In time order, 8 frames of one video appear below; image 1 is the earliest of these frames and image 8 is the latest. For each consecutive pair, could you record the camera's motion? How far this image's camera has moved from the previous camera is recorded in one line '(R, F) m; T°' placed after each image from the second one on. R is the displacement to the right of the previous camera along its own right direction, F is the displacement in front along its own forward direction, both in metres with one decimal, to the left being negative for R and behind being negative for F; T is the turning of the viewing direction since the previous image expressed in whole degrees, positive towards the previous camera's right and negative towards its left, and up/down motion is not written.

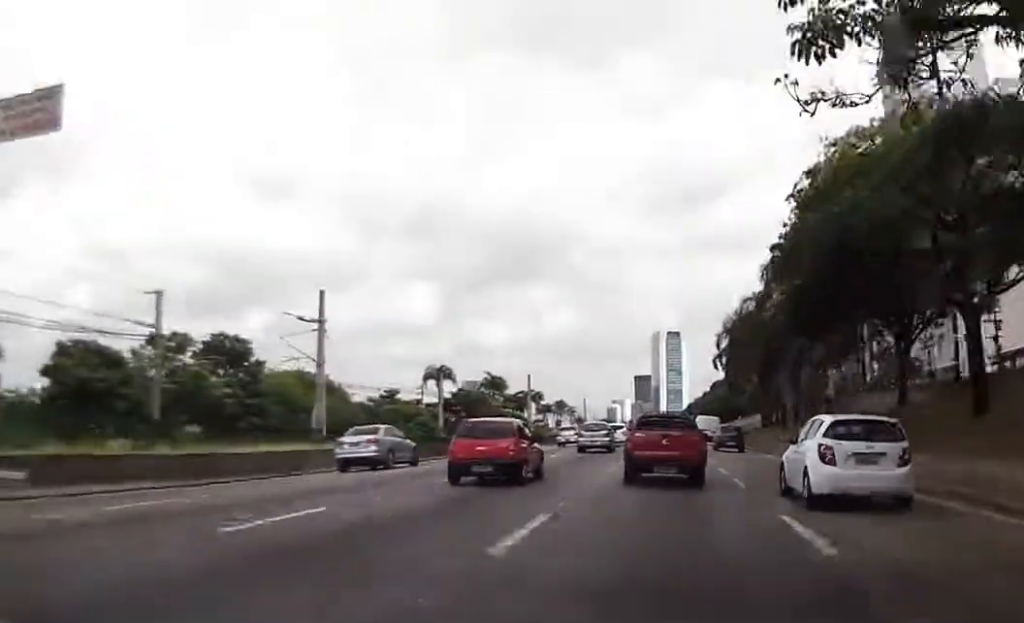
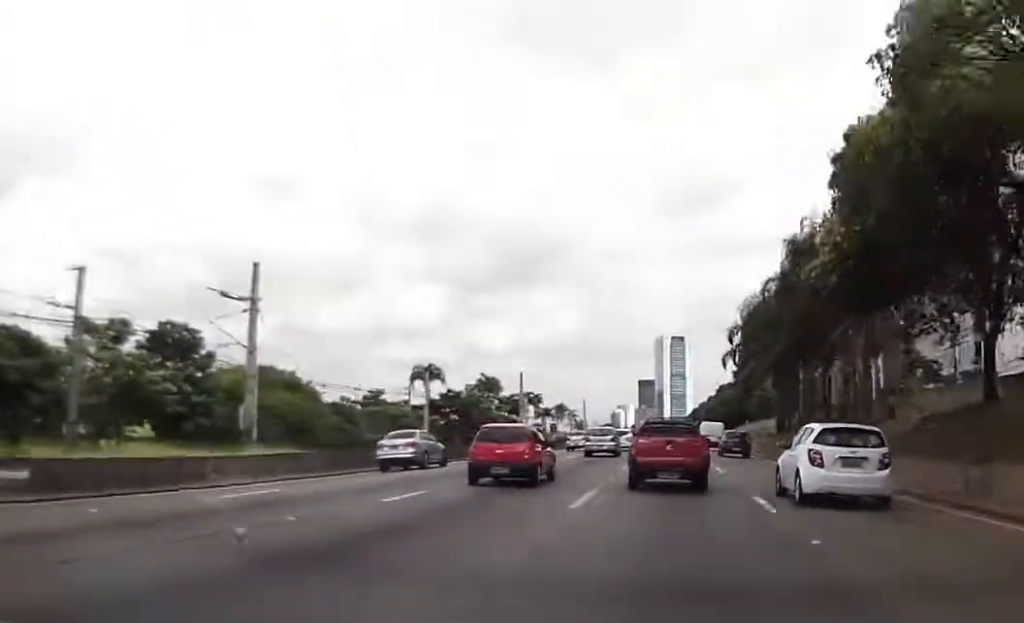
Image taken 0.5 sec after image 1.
(0.0, +7.5) m; 0°
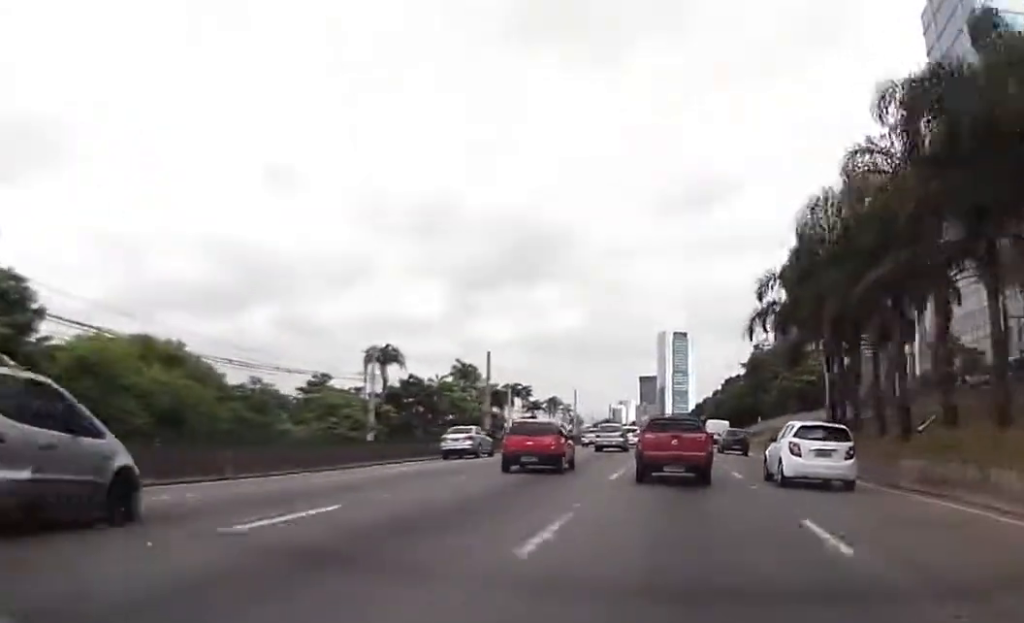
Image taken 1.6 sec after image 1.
(0.0, +17.1) m; 0°
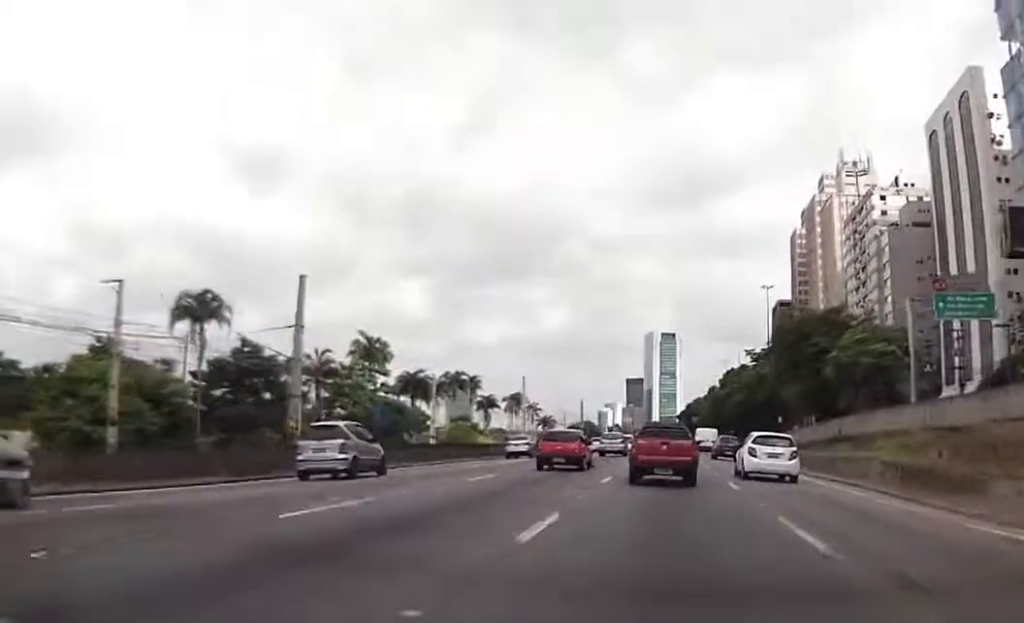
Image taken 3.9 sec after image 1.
(-1.1, +34.2) m; -2°
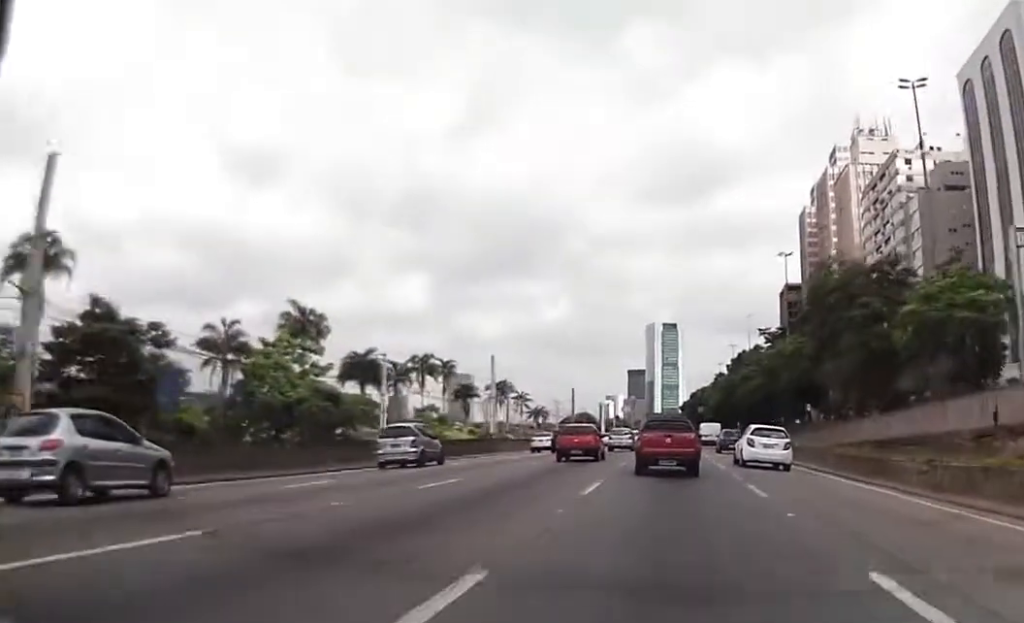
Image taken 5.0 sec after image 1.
(+0.7, +16.9) m; +2°
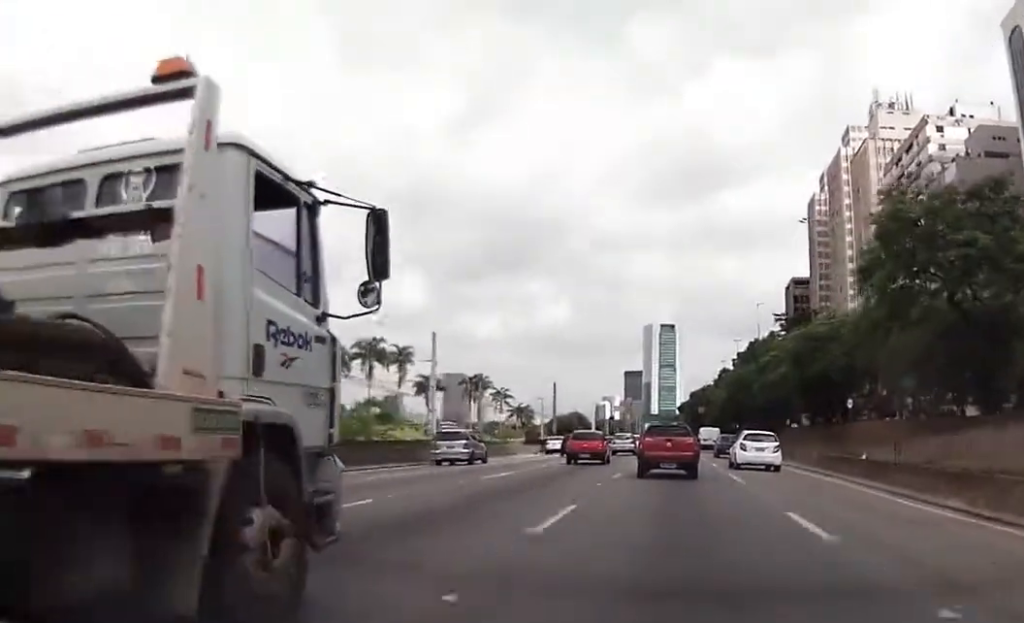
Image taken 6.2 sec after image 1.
(-0.1, +17.9) m; -1°
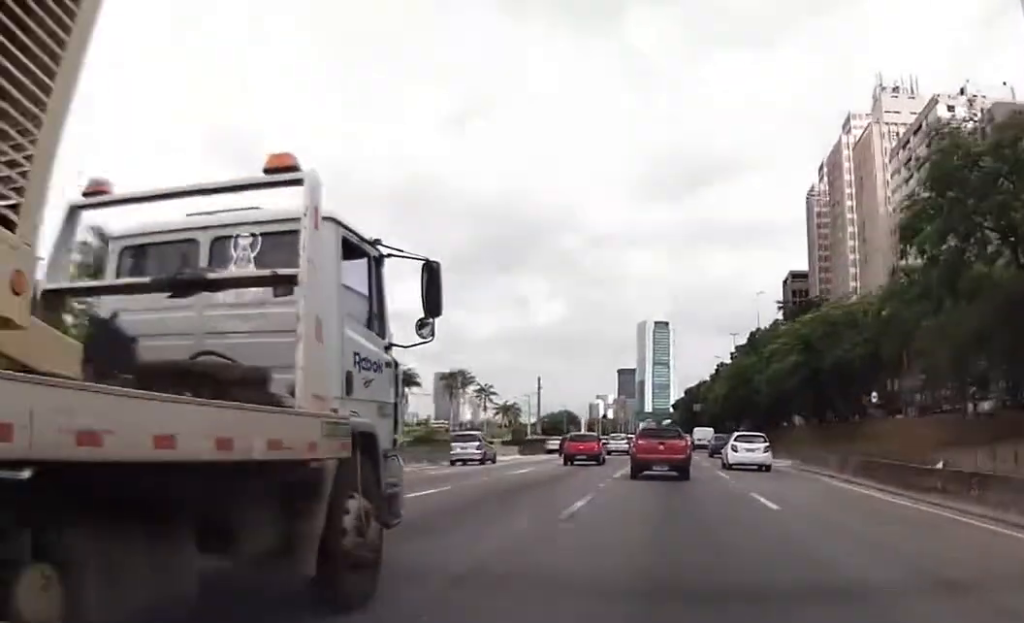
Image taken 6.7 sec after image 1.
(0.0, +8.2) m; -1°
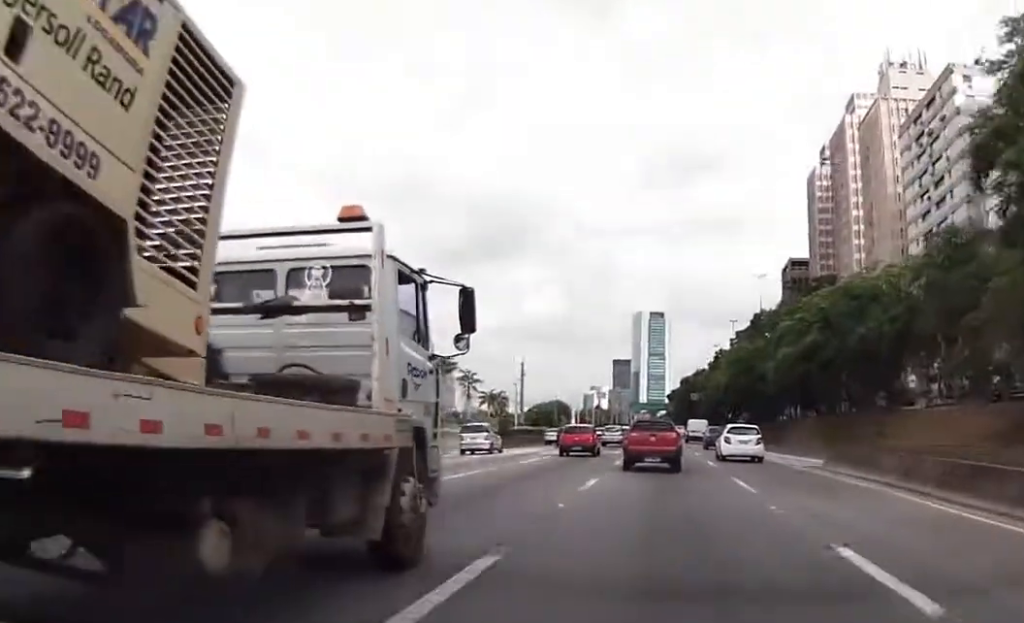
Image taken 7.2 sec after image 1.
(0.0, +8.2) m; -1°
